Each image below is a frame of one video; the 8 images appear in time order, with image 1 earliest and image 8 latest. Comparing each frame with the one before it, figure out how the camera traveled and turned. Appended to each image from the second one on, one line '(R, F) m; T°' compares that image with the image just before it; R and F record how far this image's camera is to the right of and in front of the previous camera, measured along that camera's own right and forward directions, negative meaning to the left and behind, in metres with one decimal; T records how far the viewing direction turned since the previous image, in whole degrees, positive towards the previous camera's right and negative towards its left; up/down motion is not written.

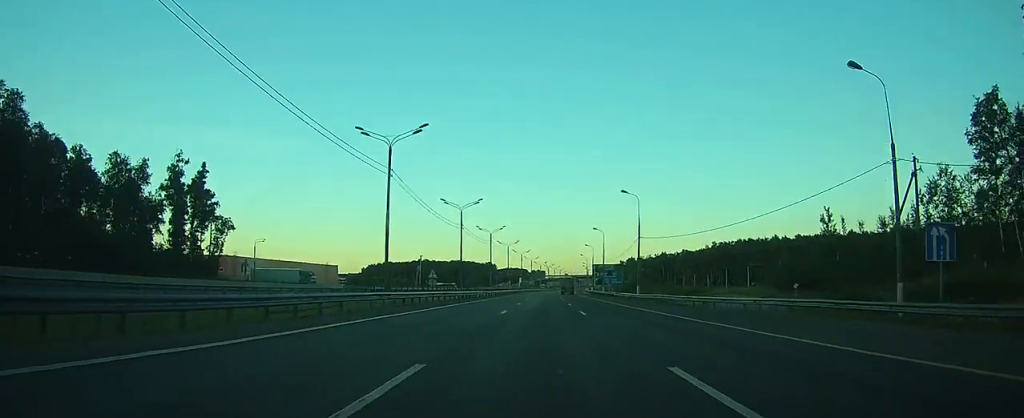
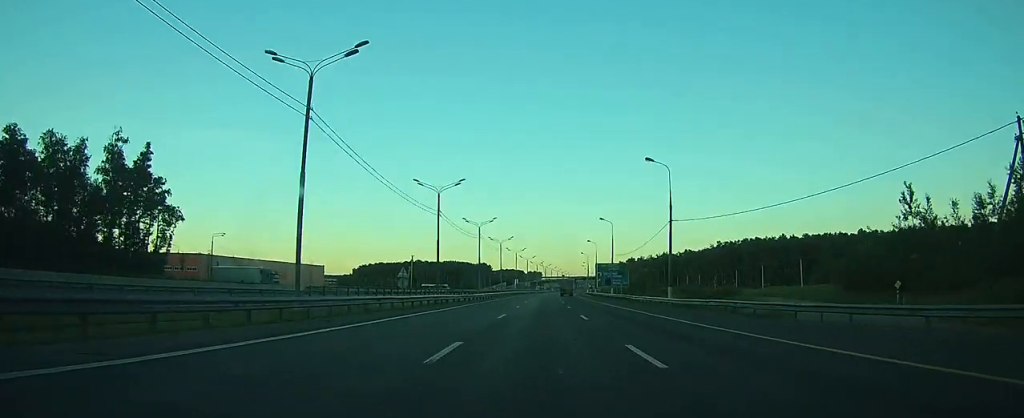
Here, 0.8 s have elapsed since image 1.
(0.0, +17.0) m; +1°
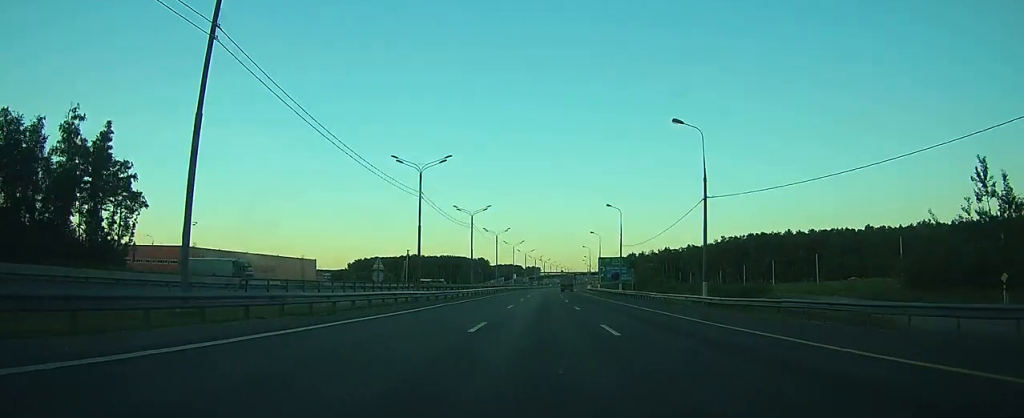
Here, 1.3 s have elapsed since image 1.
(0.0, +10.2) m; 0°
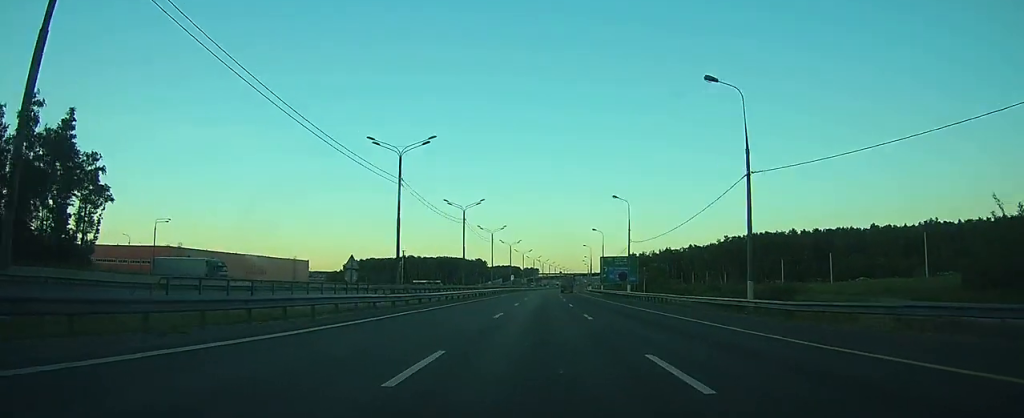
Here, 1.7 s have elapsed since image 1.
(+0.1, +8.2) m; 0°
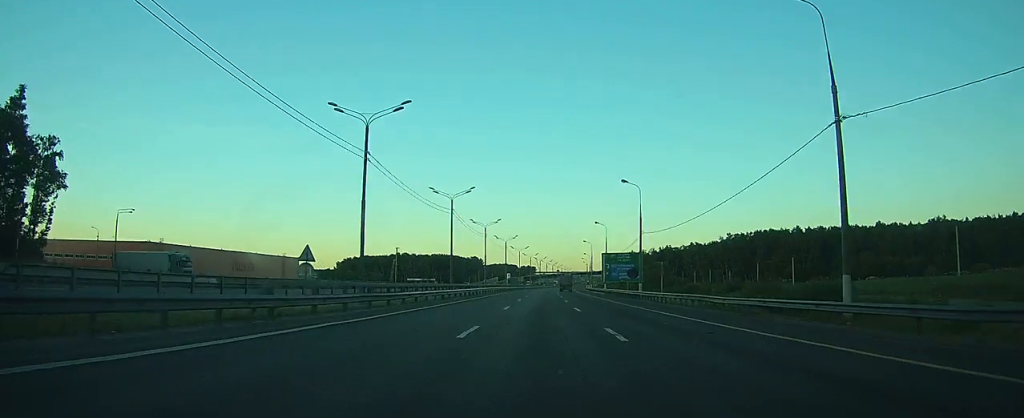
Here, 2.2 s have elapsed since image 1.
(0.0, +9.6) m; 0°
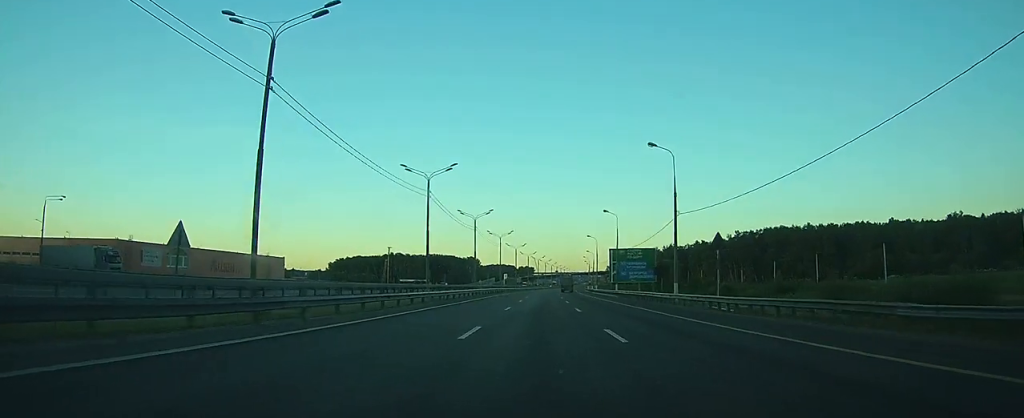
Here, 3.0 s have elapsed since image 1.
(0.0, +15.9) m; 0°
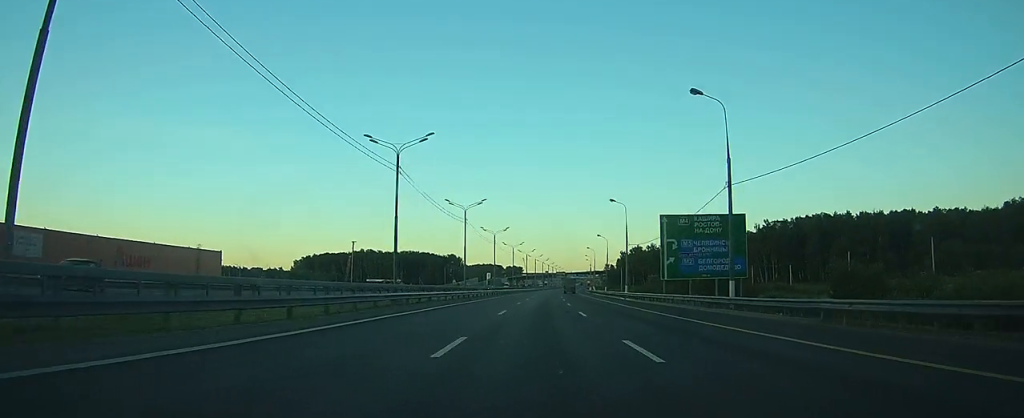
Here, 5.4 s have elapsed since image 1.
(+0.3, +51.9) m; 0°
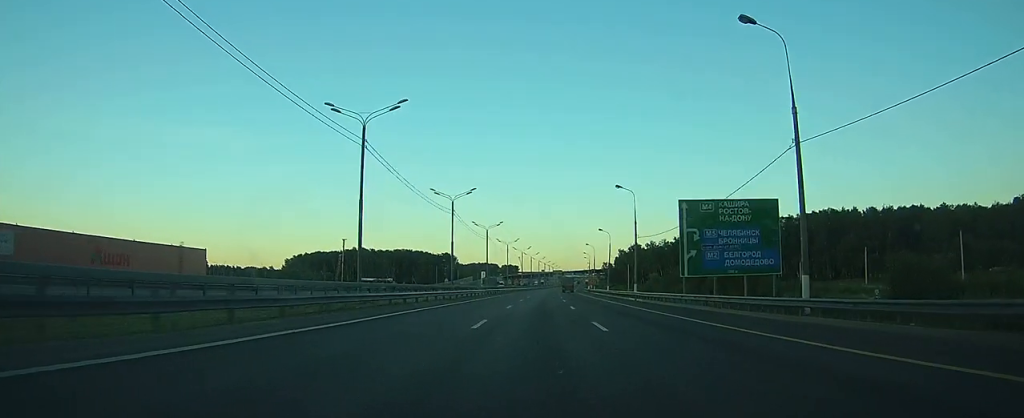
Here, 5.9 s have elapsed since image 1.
(0.0, +9.2) m; 0°
